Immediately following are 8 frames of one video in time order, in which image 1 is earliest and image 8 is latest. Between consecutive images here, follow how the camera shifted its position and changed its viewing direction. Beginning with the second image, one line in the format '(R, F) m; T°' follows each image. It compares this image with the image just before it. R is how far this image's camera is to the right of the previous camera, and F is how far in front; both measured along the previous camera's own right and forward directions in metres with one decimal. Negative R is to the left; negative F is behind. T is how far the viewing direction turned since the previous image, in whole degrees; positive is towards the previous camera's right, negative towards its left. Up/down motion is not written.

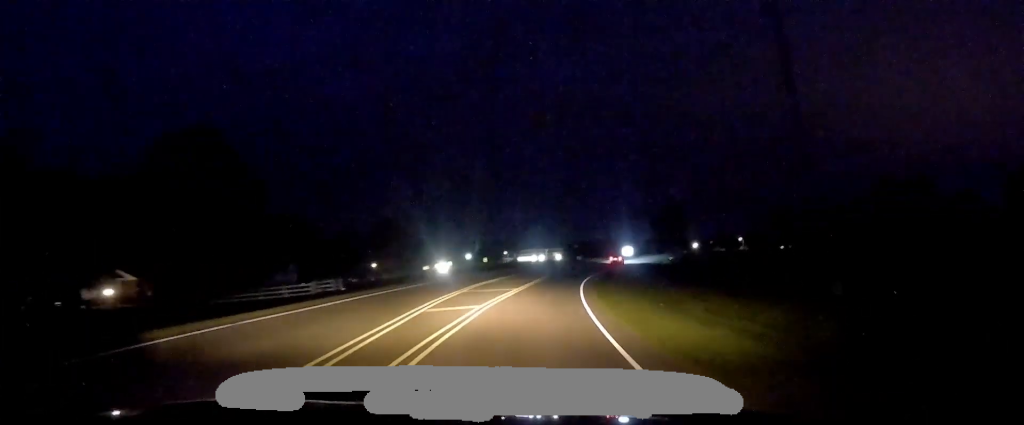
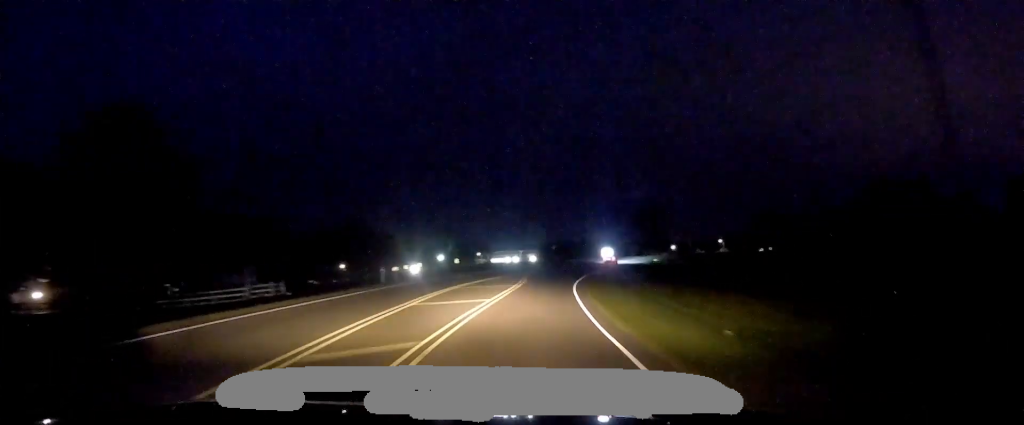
(-0.5, +9.0) m; +2°
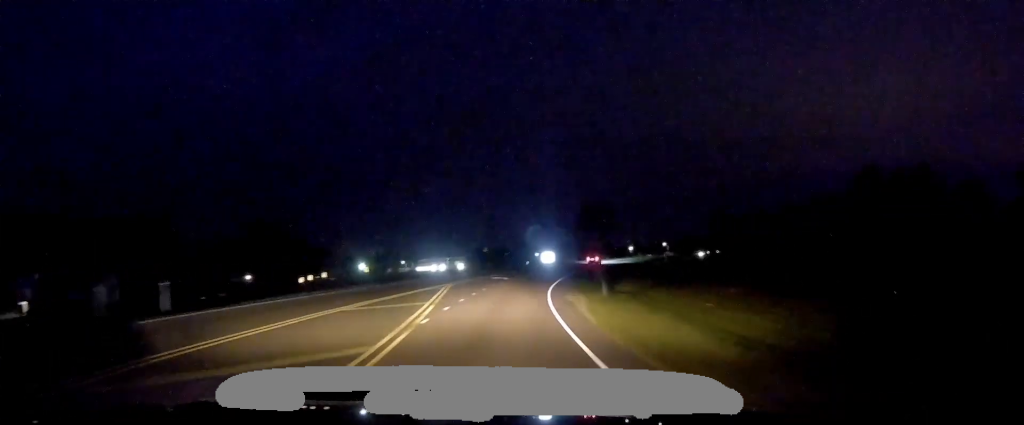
(+2.2, +26.9) m; +8°
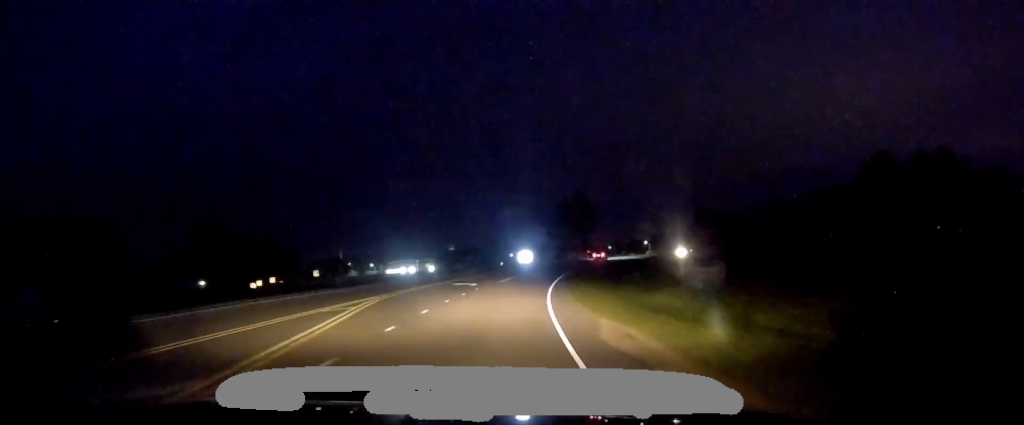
(+0.4, +15.9) m; +1°
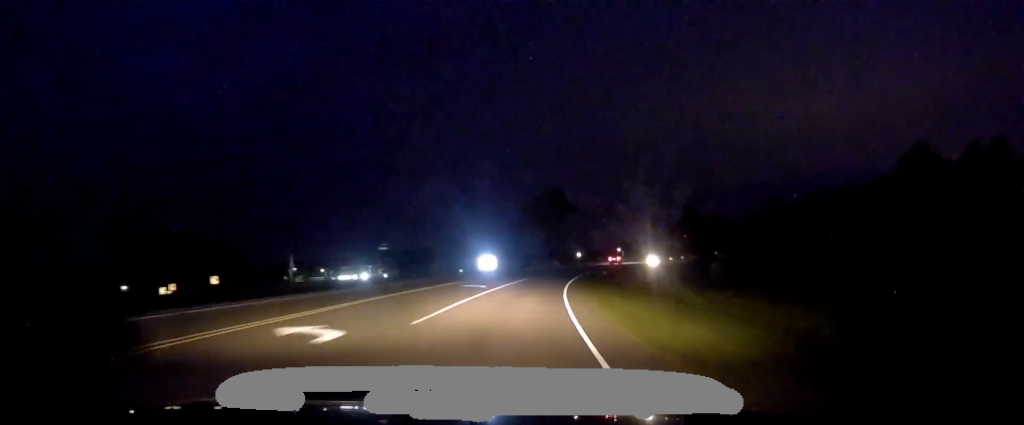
(+0.2, +25.1) m; +4°
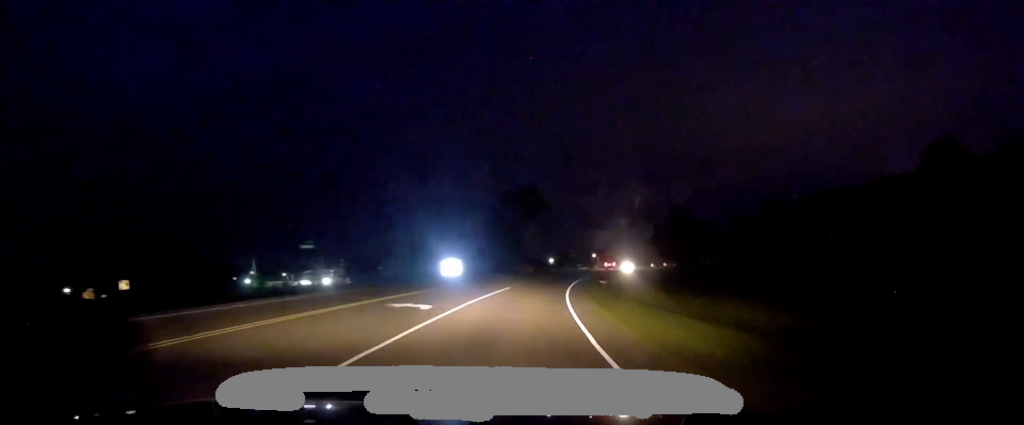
(+0.6, +14.4) m; +3°
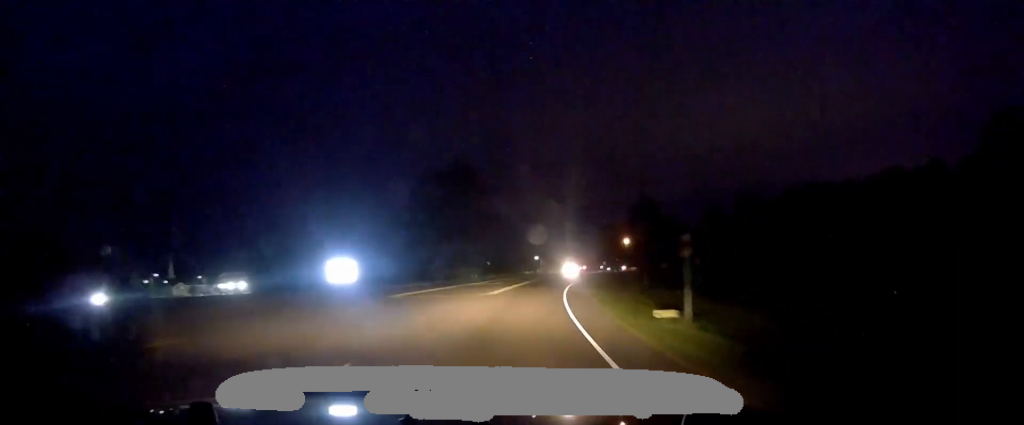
(+1.8, +28.3) m; +7°
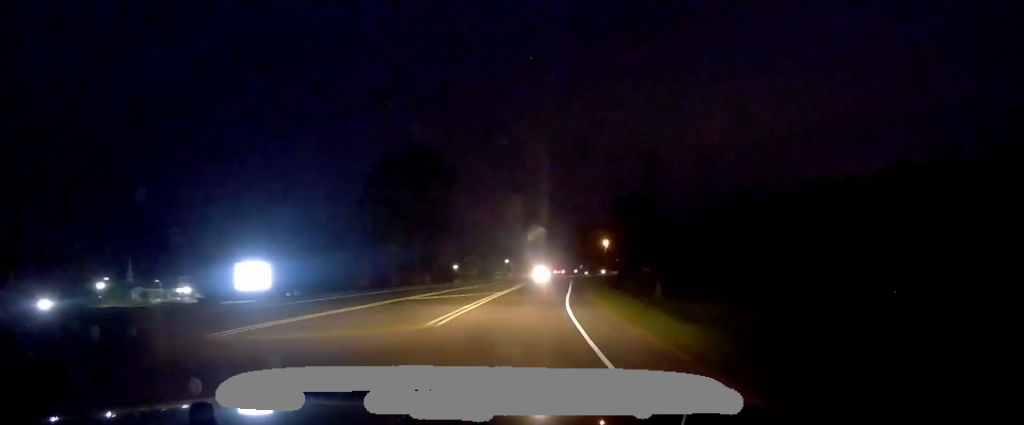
(+0.2, +13.8) m; +3°
